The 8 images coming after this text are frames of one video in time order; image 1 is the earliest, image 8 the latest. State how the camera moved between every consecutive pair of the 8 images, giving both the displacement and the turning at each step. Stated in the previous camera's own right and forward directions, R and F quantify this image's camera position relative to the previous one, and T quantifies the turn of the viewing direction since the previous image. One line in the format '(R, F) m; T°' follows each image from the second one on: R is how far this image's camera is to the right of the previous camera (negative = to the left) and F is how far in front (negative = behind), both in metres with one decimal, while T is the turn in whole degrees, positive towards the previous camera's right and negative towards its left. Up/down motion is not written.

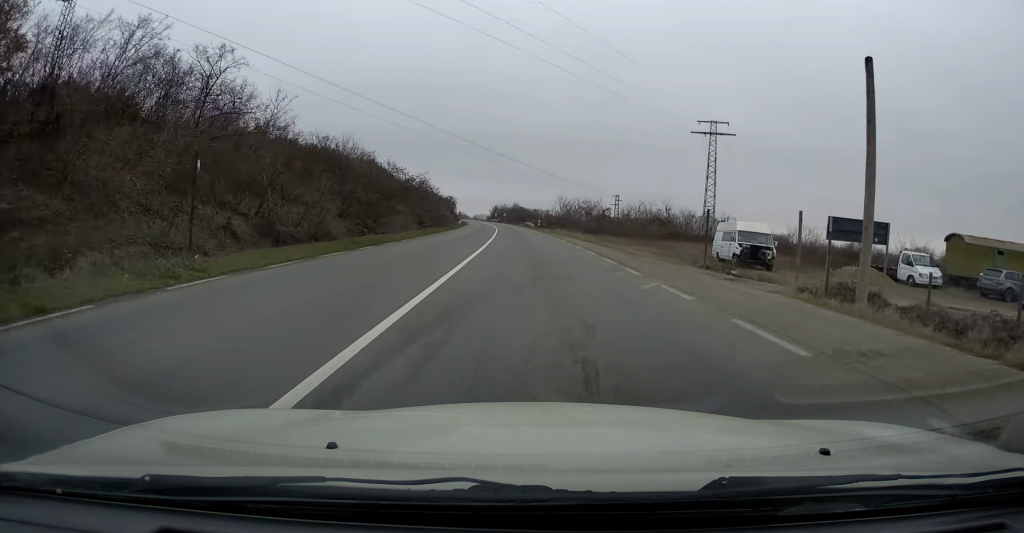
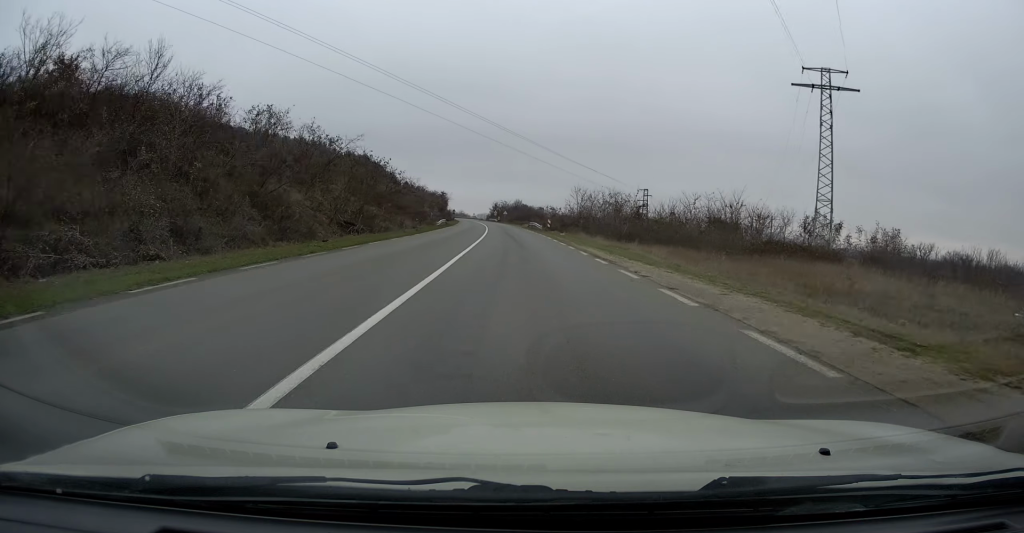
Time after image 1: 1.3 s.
(-0.3, +26.1) m; -1°
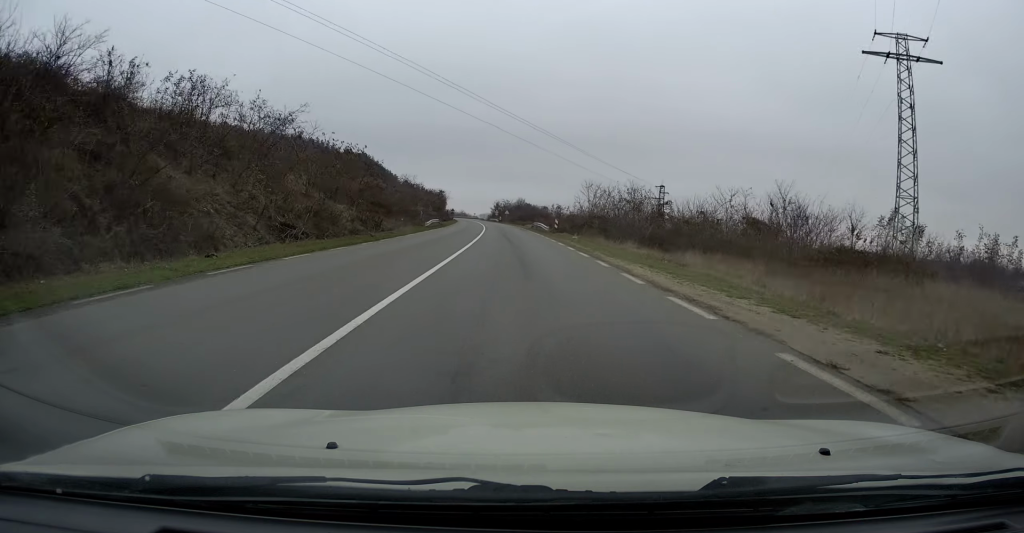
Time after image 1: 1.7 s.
(0.0, +8.5) m; 0°
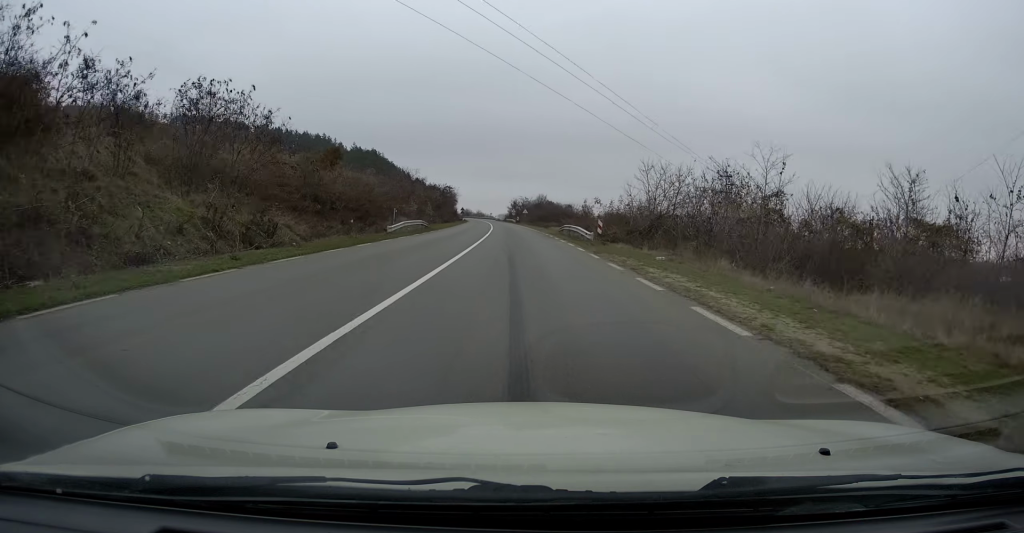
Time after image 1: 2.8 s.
(0.0, +19.5) m; -1°
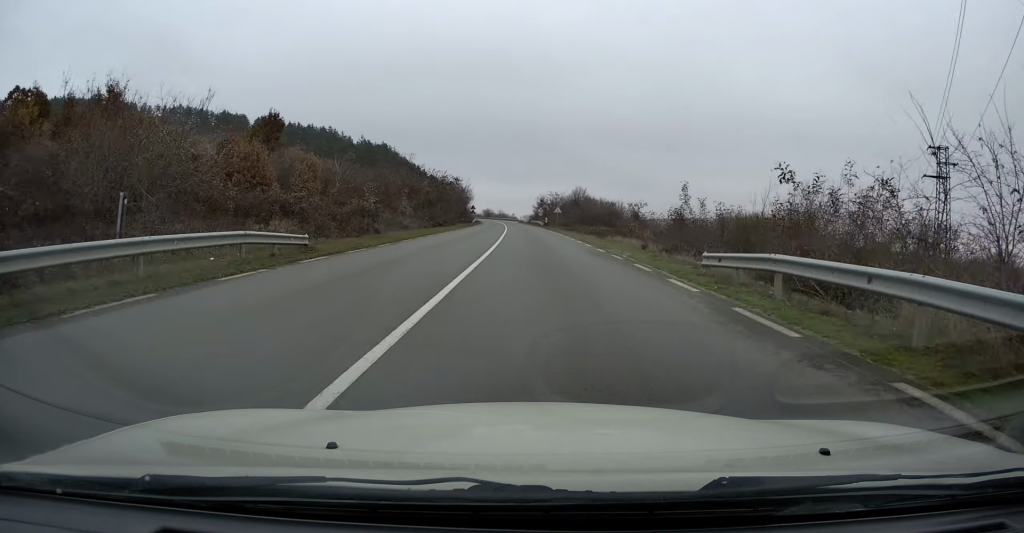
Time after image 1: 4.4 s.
(-1.0, +30.9) m; -3°
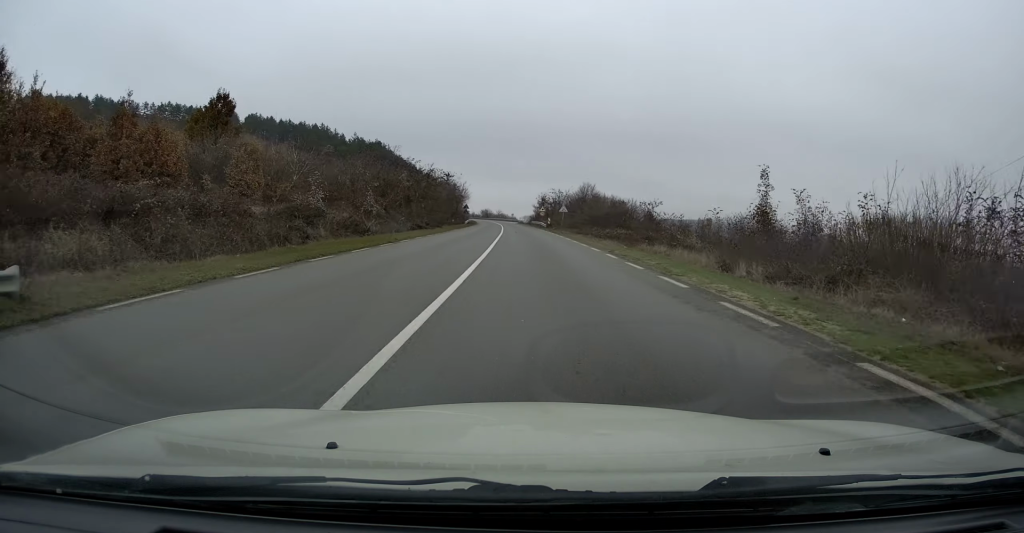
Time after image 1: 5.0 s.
(-0.2, +11.3) m; 0°
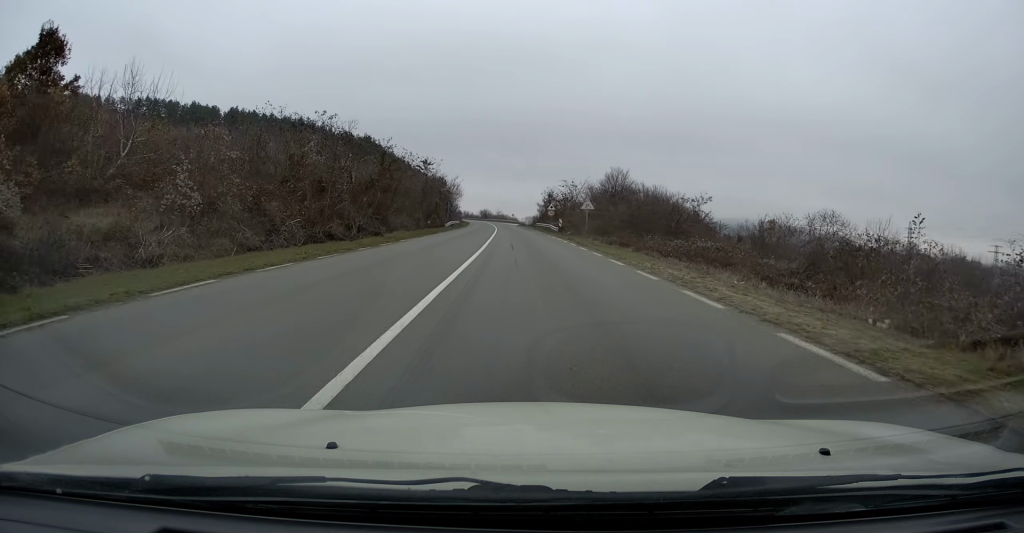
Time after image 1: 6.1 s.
(+0.3, +23.1) m; 0°
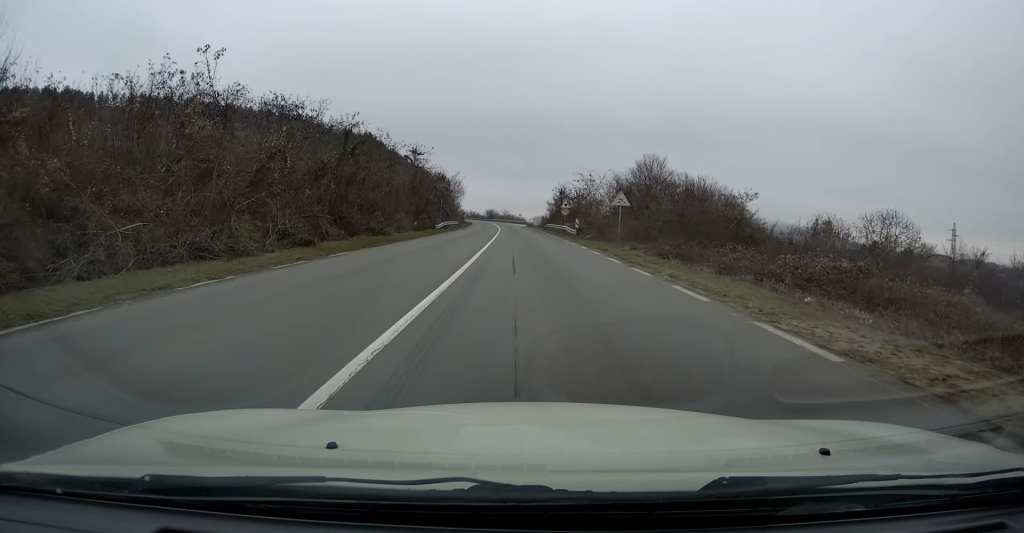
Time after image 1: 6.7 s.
(-0.2, +11.8) m; -1°
